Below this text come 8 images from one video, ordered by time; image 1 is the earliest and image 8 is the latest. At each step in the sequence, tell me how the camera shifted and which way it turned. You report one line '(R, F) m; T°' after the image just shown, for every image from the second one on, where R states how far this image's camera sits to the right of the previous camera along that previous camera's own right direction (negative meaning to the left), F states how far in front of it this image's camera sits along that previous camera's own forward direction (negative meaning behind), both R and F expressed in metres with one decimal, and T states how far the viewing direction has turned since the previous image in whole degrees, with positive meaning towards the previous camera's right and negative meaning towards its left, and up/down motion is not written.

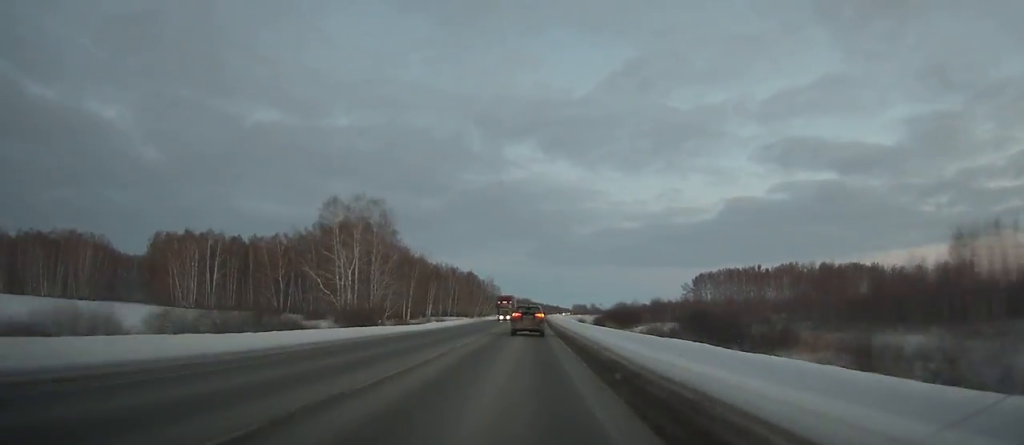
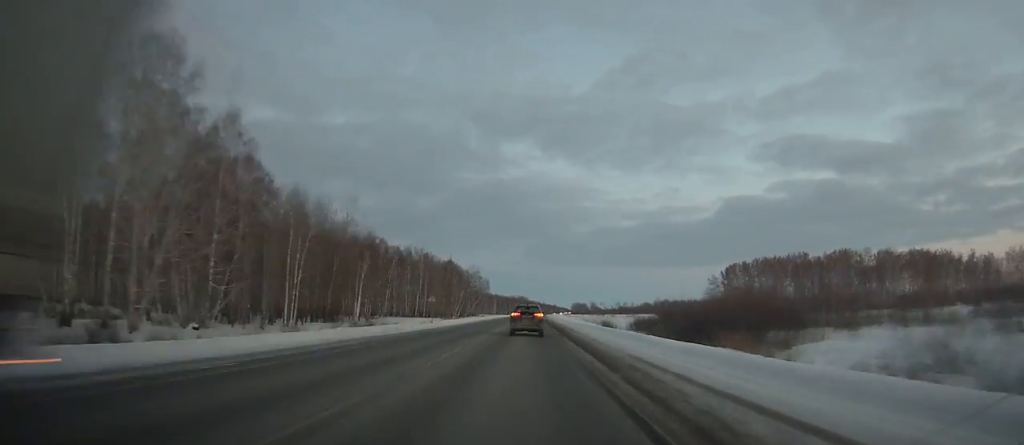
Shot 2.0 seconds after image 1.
(+0.1, +56.6) m; 0°
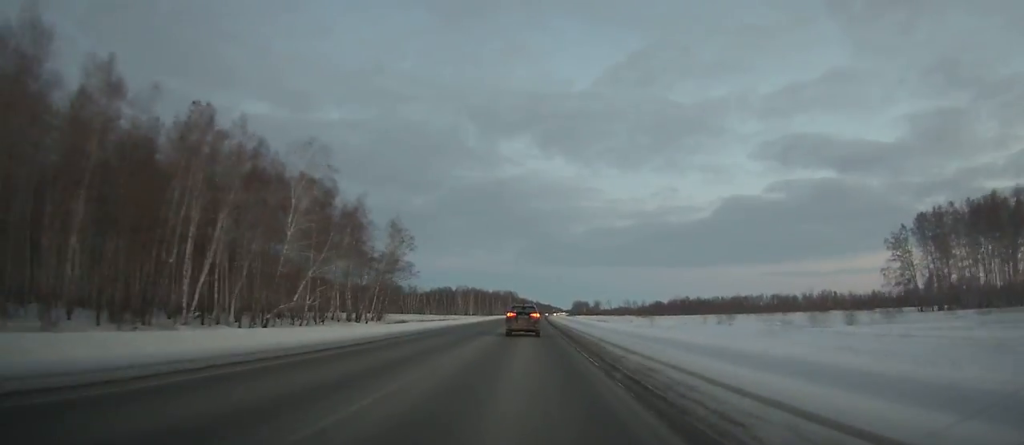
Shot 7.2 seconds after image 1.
(+1.3, +147.6) m; +1°
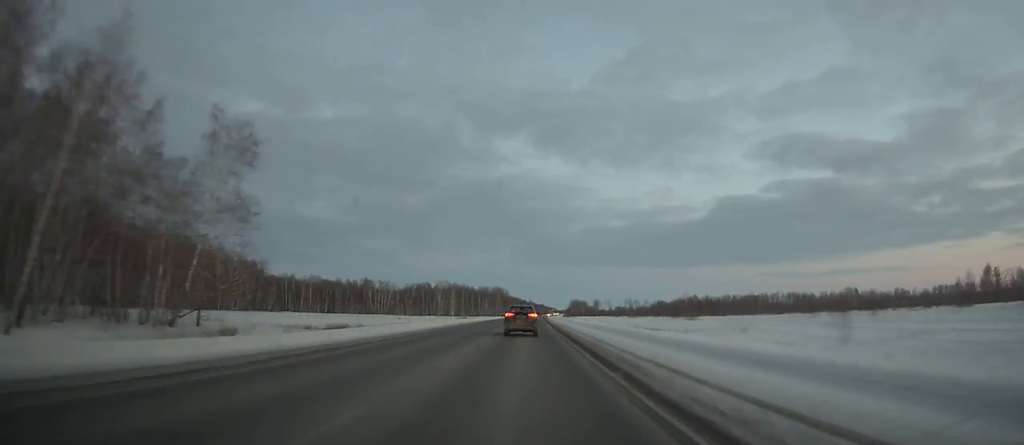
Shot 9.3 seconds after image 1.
(+0.1, +60.0) m; 0°
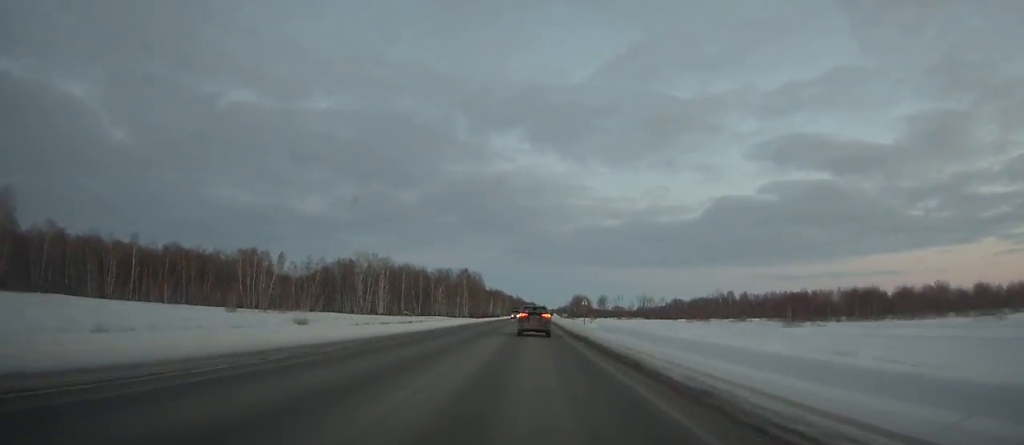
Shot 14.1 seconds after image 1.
(+1.4, +138.8) m; +1°
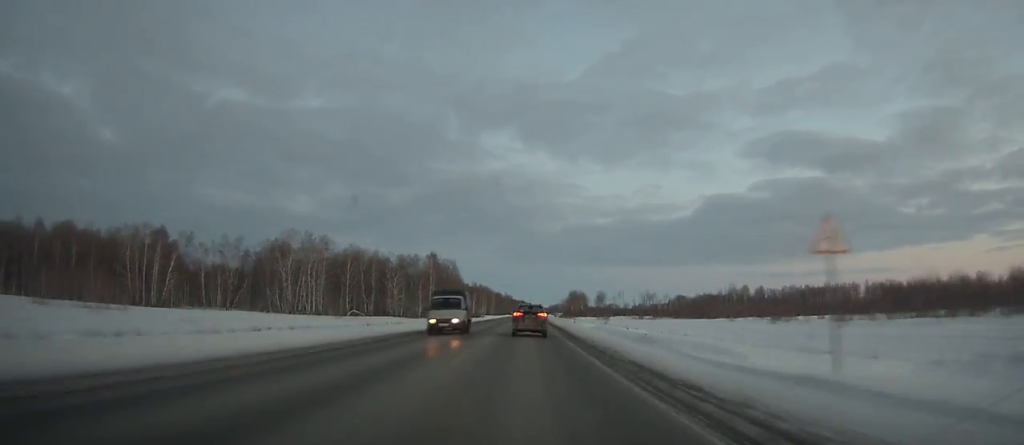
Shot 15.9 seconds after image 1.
(0.0, +52.3) m; +1°
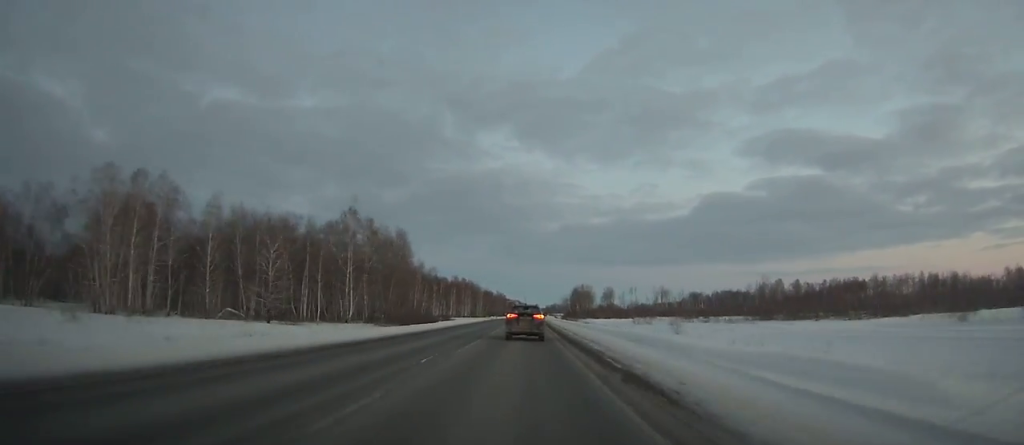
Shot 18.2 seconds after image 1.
(+0.9, +66.9) m; +1°
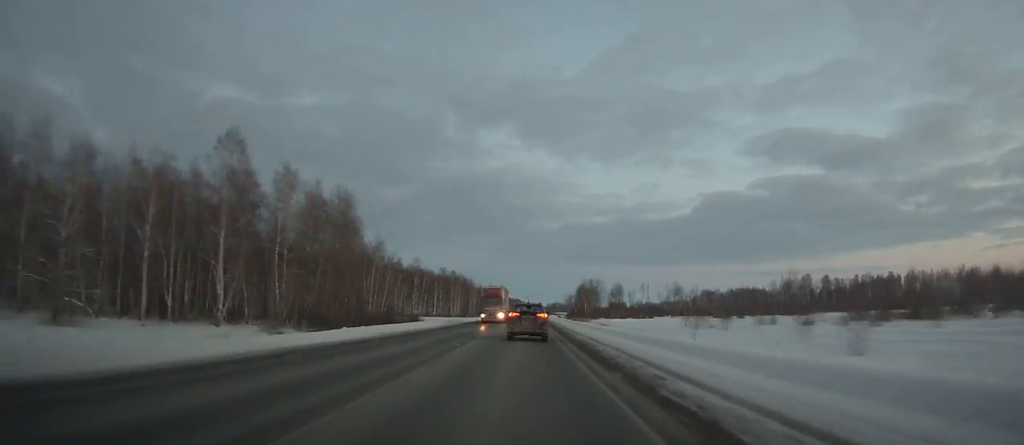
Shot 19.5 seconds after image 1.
(+0.1, +37.6) m; 0°
